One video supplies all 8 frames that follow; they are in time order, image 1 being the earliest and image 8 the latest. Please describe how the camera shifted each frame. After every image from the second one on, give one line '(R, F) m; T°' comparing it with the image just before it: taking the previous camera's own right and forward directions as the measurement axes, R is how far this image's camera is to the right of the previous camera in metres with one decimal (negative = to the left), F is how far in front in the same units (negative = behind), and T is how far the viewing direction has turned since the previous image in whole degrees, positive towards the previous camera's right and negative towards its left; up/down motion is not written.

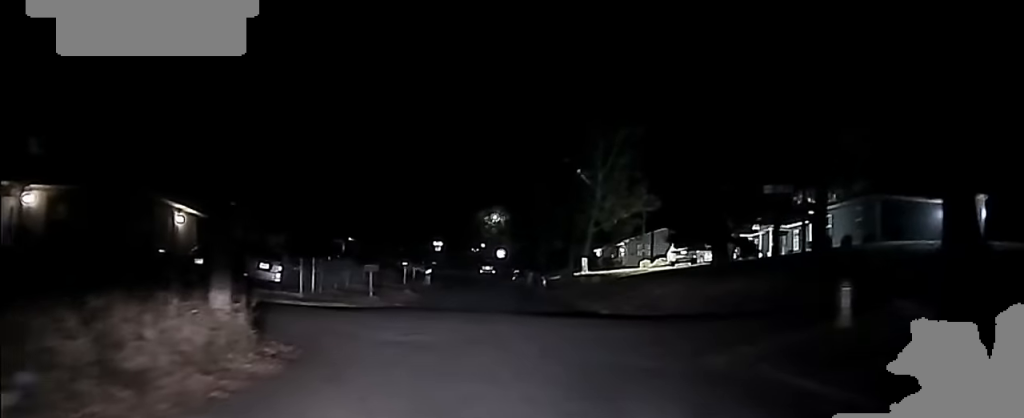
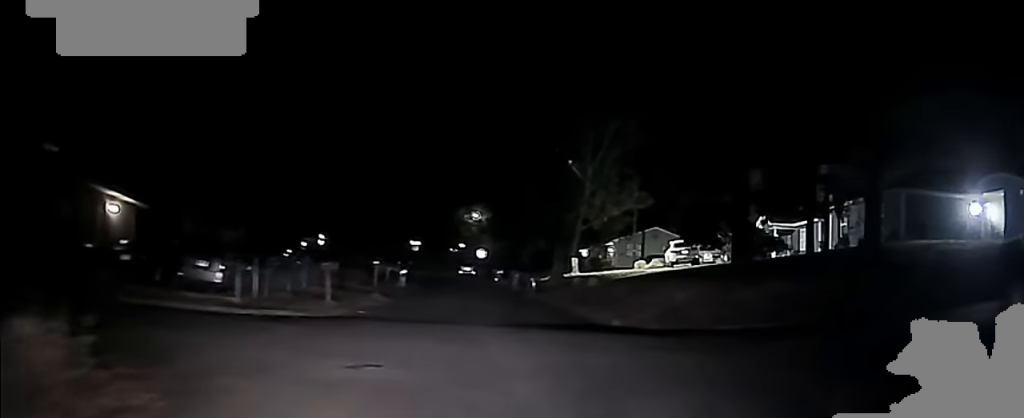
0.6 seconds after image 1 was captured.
(-0.2, +5.8) m; +5°
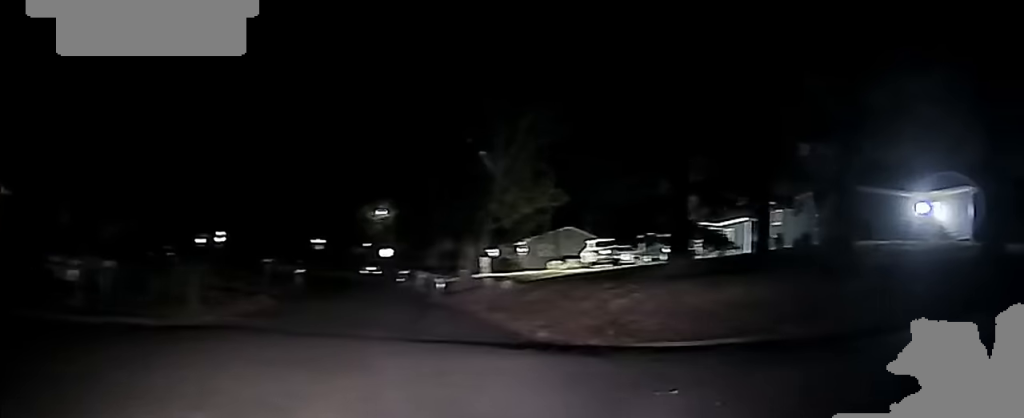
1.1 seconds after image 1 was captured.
(+0.6, +4.0) m; +11°
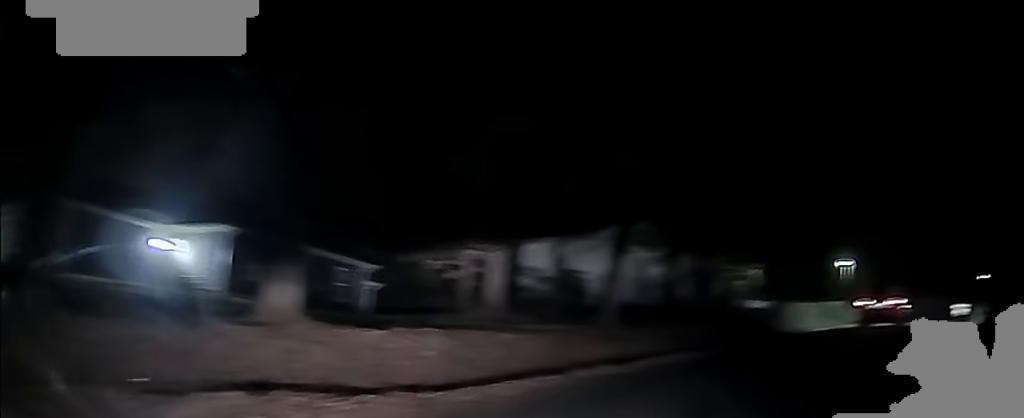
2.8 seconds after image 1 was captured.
(+3.8, +9.4) m; +52°
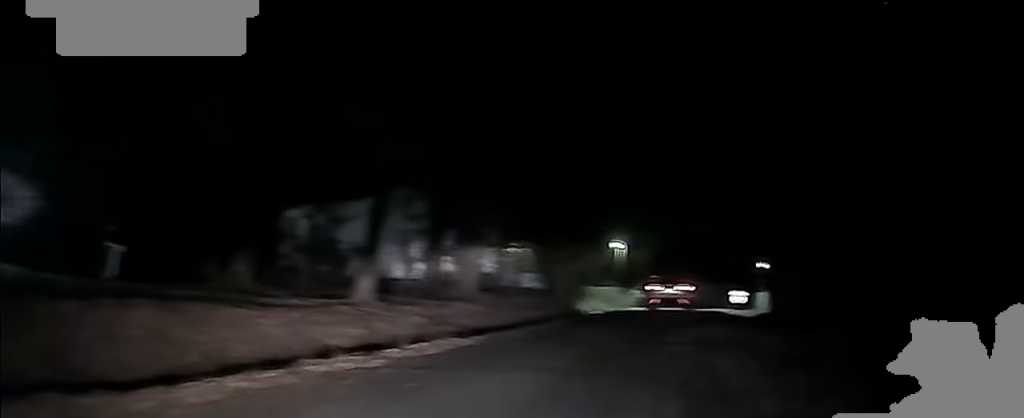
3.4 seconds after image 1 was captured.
(+0.6, +3.1) m; +15°
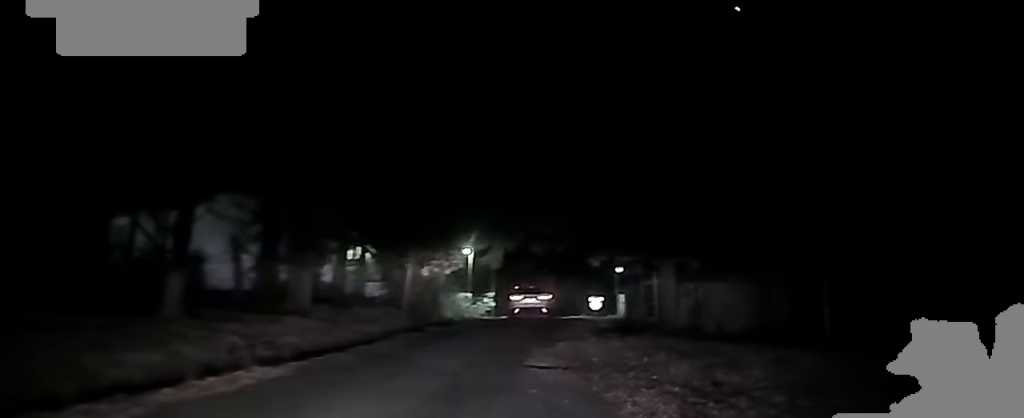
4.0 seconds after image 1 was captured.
(+0.5, +3.7) m; +5°
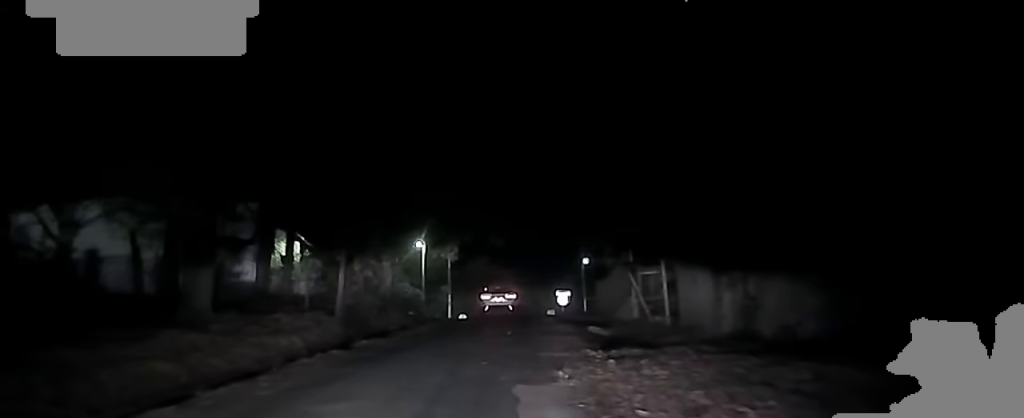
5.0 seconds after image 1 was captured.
(+0.2, +7.2) m; 0°
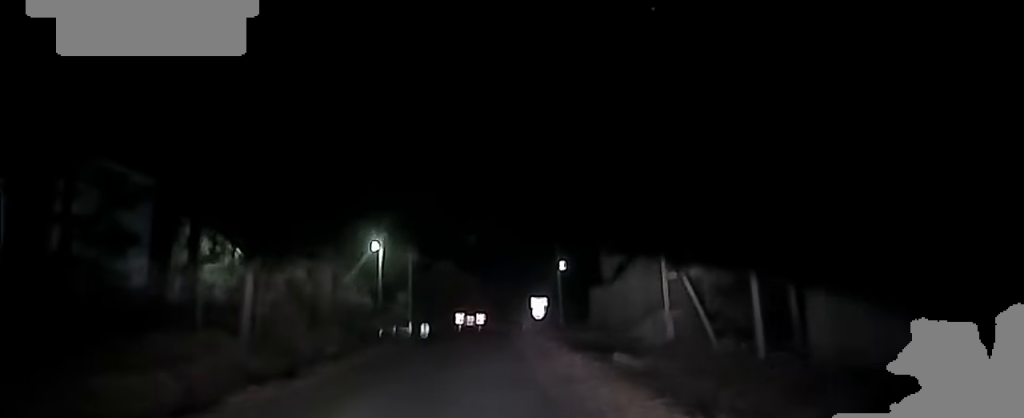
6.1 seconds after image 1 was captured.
(-0.3, +8.7) m; -2°
